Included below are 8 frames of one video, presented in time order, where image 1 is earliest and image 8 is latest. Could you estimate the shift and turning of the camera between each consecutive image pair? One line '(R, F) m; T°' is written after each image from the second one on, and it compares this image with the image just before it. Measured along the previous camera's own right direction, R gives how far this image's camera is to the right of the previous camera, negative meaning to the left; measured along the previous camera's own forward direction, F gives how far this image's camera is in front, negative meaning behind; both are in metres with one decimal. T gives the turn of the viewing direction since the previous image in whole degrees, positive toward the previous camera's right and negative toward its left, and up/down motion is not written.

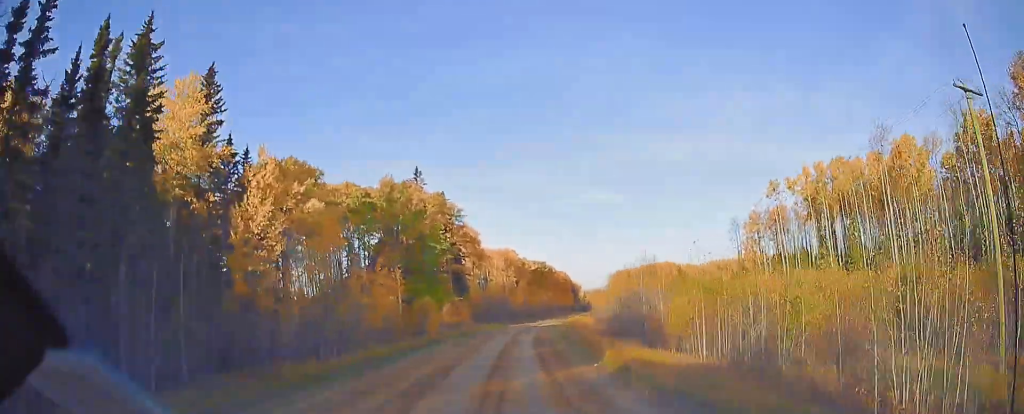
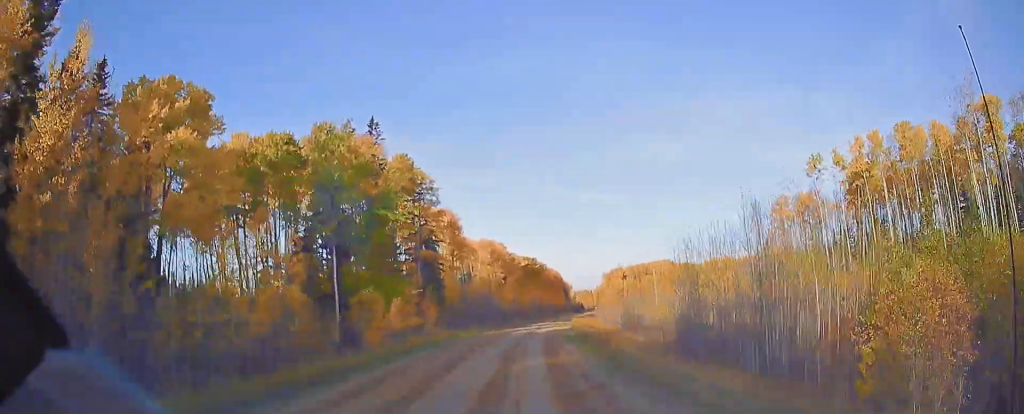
(-0.3, +21.1) m; +2°
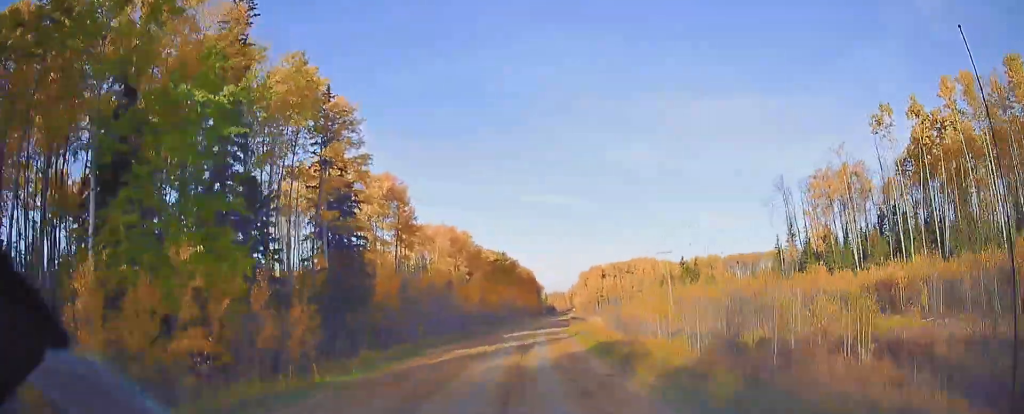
(+1.2, +27.9) m; +3°
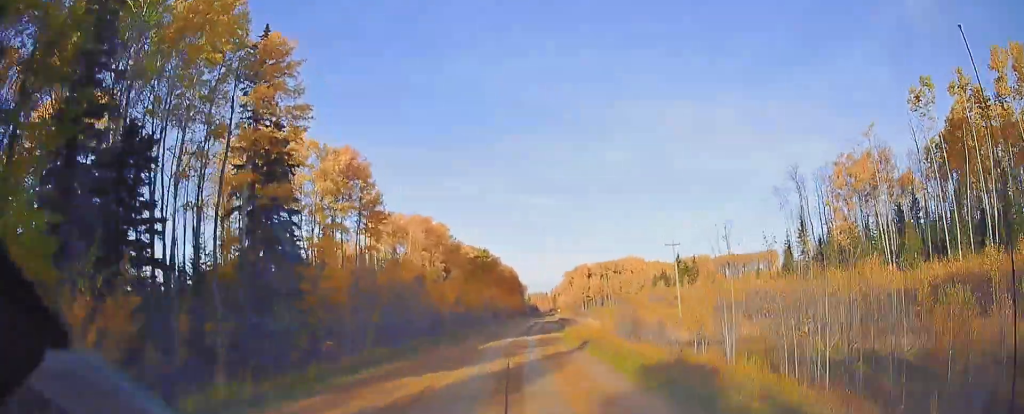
(+0.1, +12.5) m; +2°
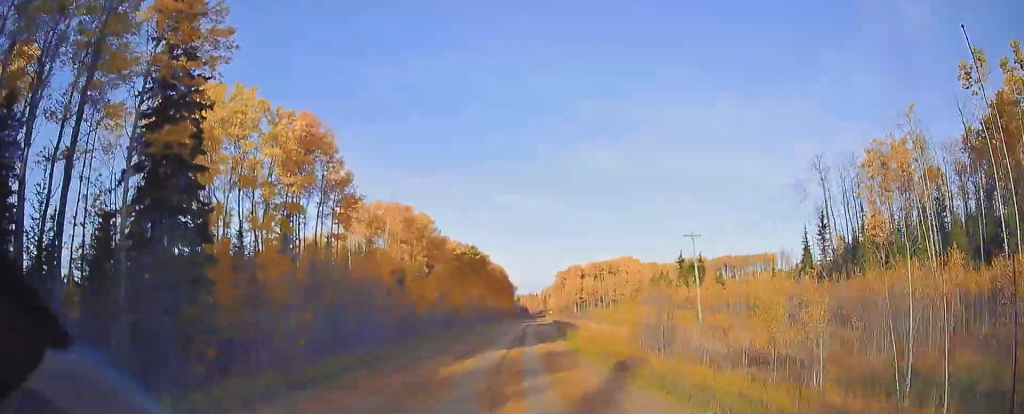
(-0.4, +11.5) m; +2°
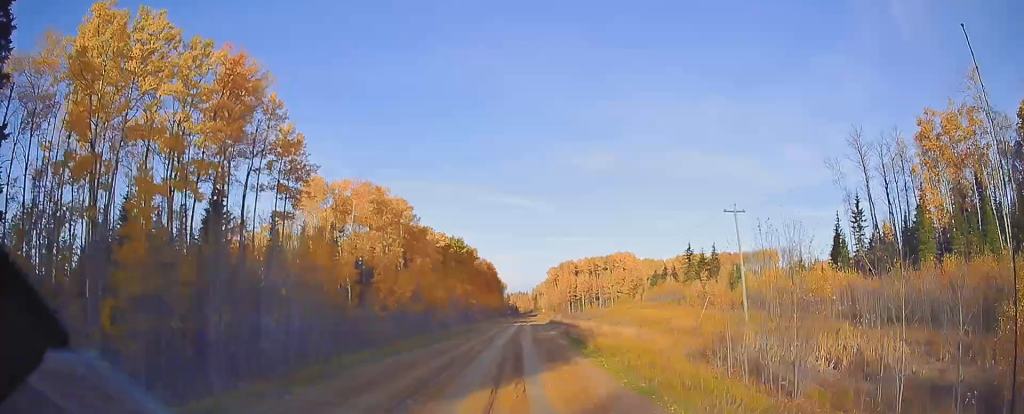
(+0.9, +14.2) m; +2°
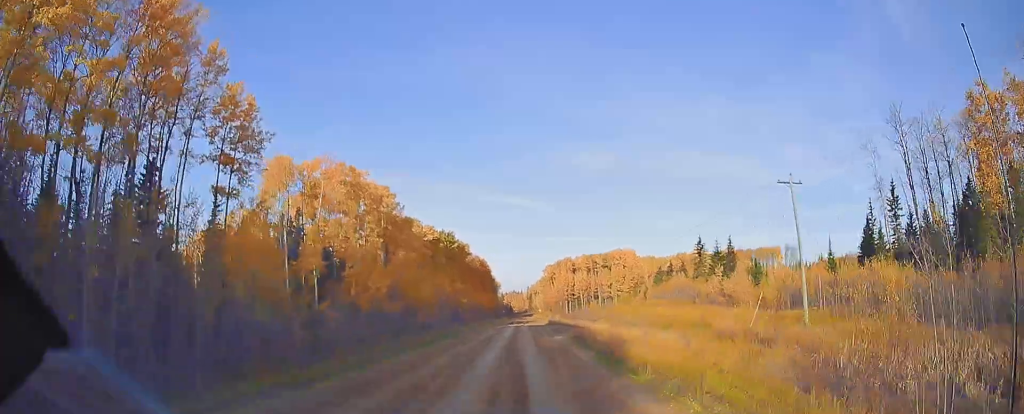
(+0.6, +10.8) m; +1°
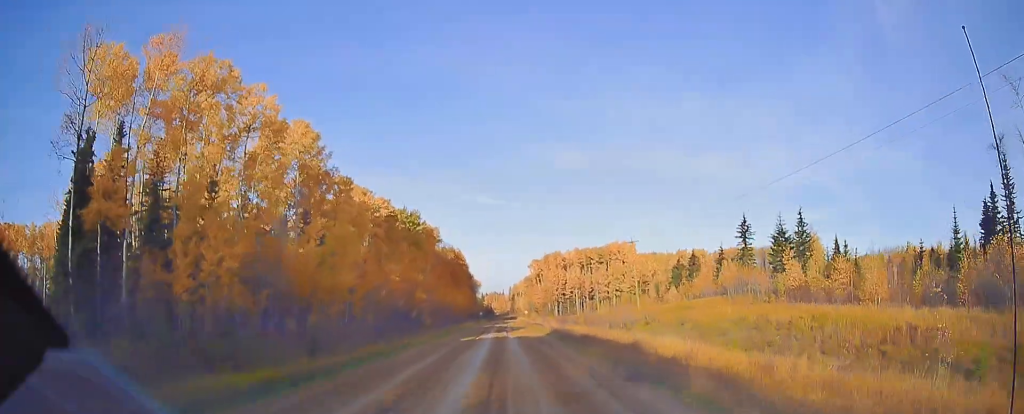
(-0.6, +29.7) m; 0°
